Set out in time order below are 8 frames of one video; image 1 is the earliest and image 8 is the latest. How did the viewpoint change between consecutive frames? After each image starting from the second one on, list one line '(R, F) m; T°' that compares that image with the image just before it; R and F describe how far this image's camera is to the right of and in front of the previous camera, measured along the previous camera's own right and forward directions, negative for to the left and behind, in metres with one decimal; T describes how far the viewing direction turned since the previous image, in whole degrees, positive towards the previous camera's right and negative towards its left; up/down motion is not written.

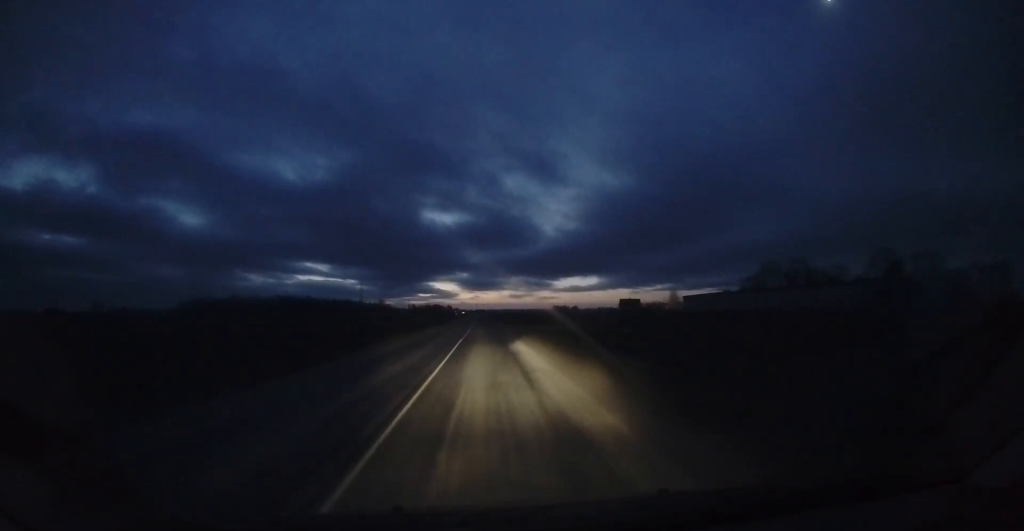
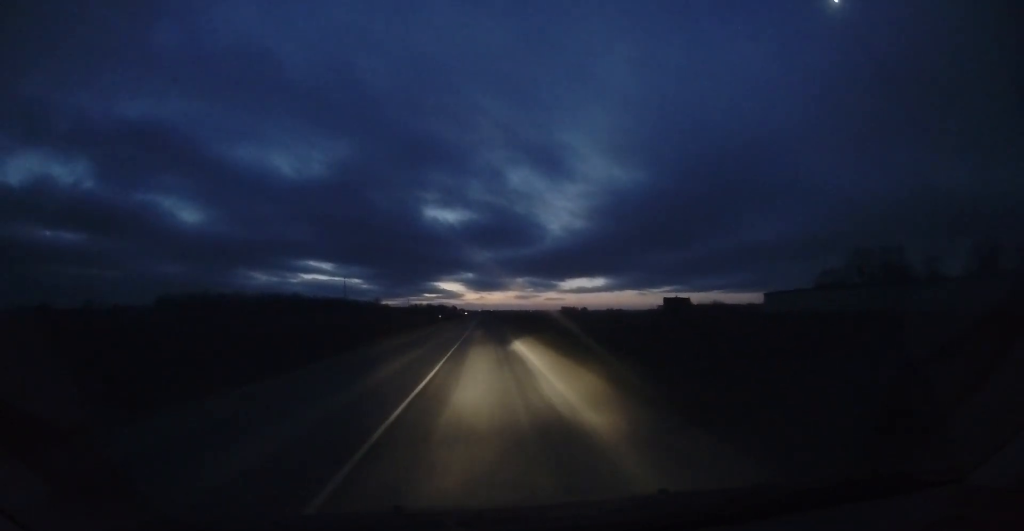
(-0.4, +38.3) m; -1°
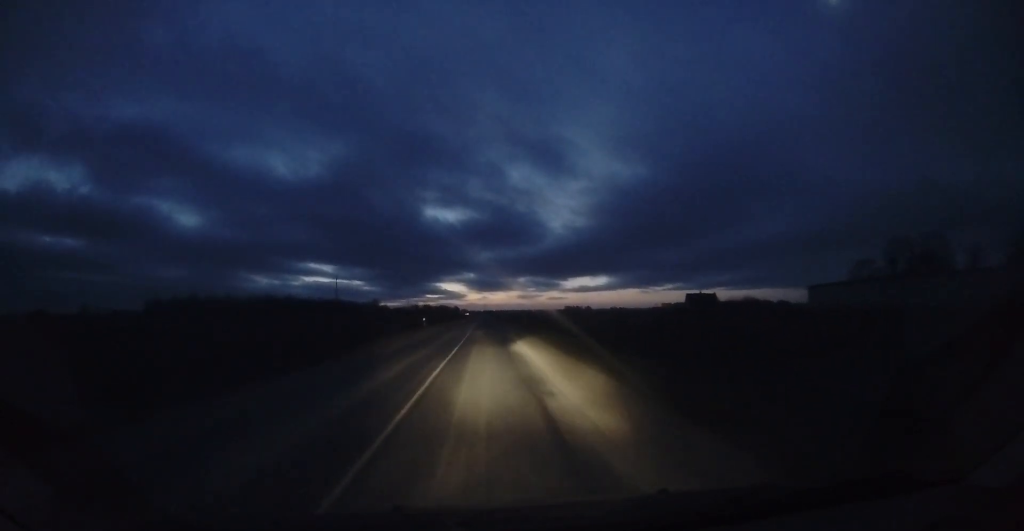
(+0.1, +14.6) m; -1°
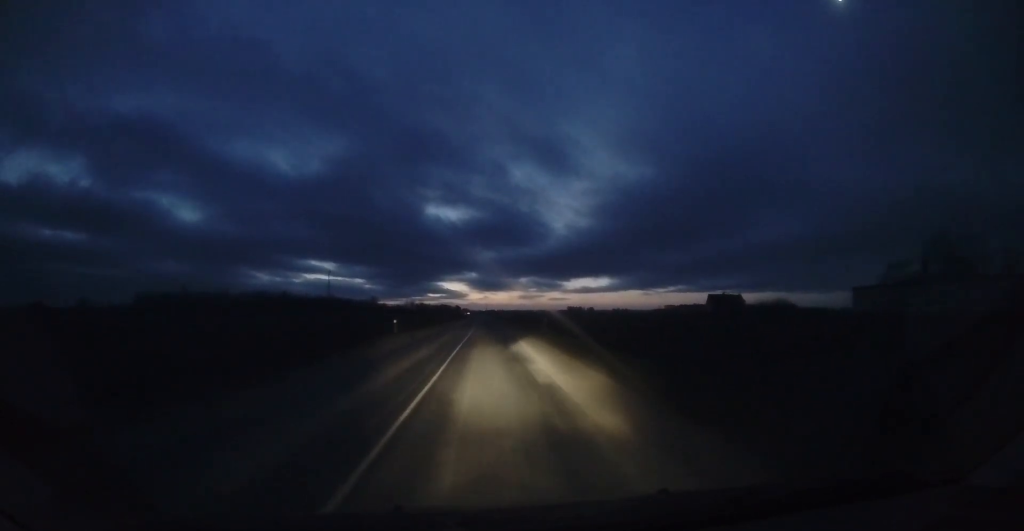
(-0.3, +12.0) m; 0°
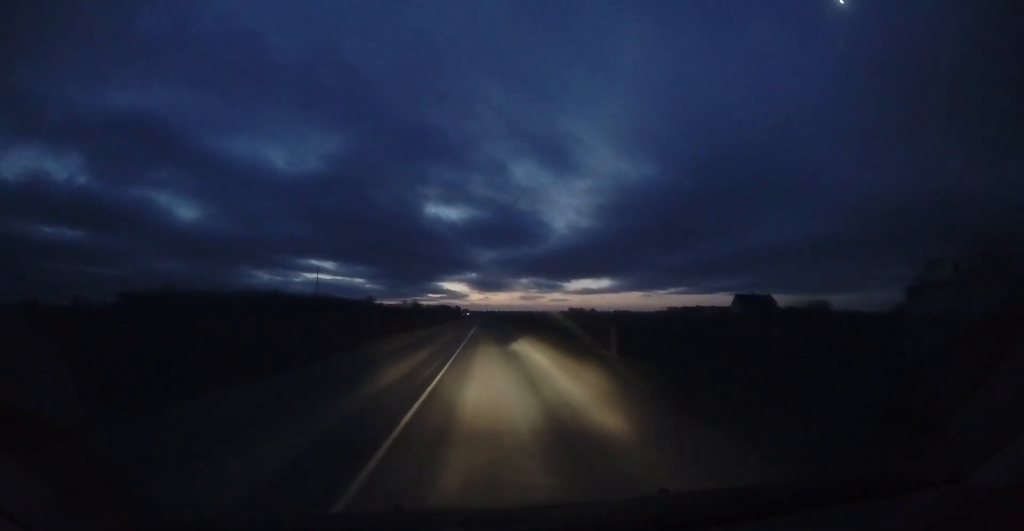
(-0.2, +13.3) m; 0°
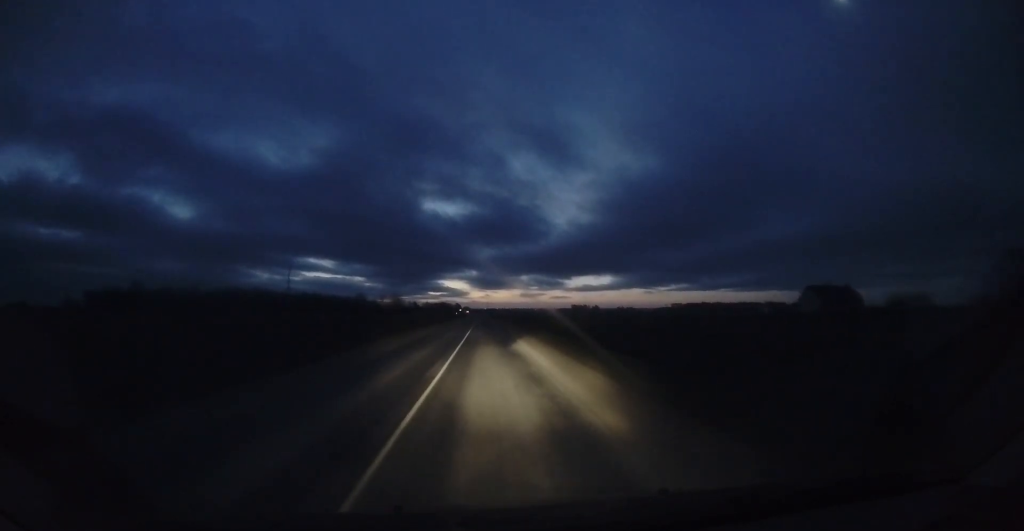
(+0.2, +25.8) m; 0°
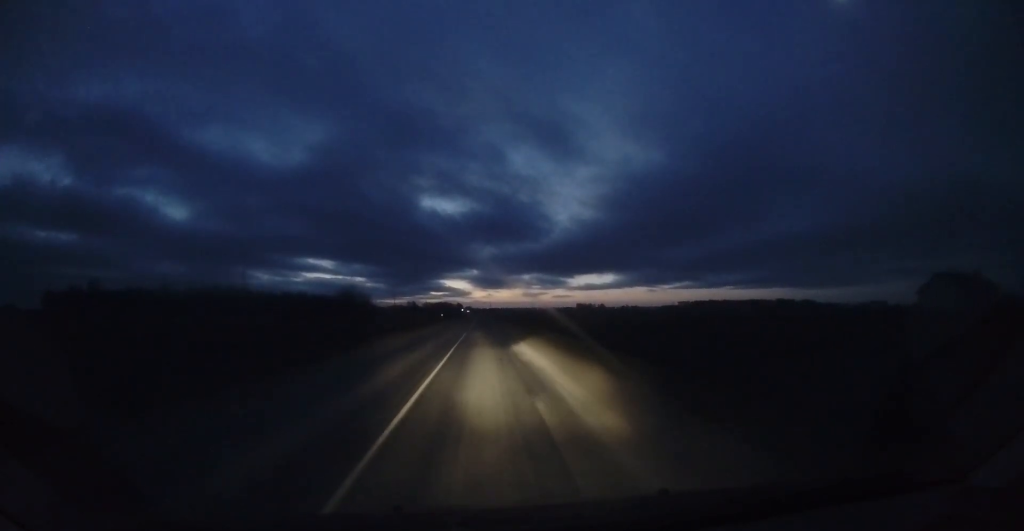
(-0.2, +30.1) m; -1°
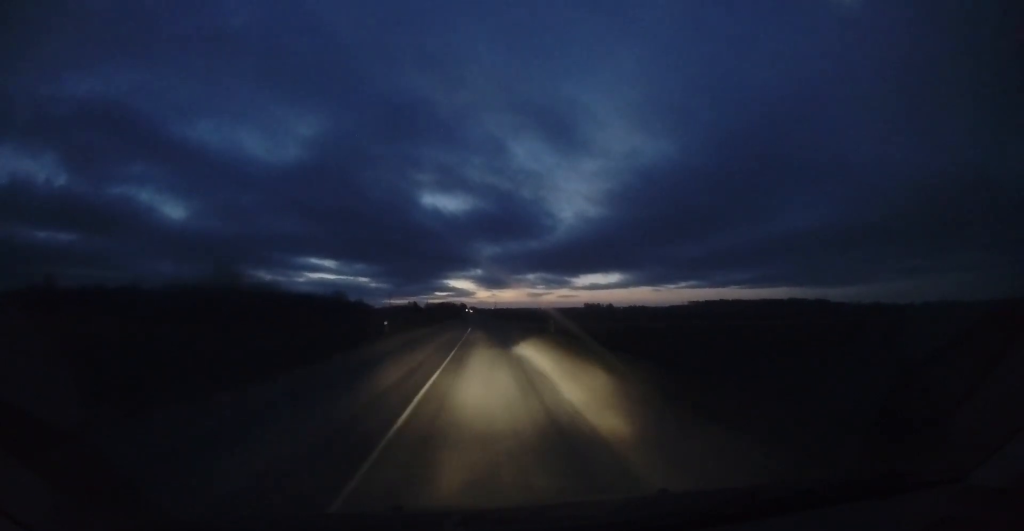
(-0.3, +30.4) m; -1°
